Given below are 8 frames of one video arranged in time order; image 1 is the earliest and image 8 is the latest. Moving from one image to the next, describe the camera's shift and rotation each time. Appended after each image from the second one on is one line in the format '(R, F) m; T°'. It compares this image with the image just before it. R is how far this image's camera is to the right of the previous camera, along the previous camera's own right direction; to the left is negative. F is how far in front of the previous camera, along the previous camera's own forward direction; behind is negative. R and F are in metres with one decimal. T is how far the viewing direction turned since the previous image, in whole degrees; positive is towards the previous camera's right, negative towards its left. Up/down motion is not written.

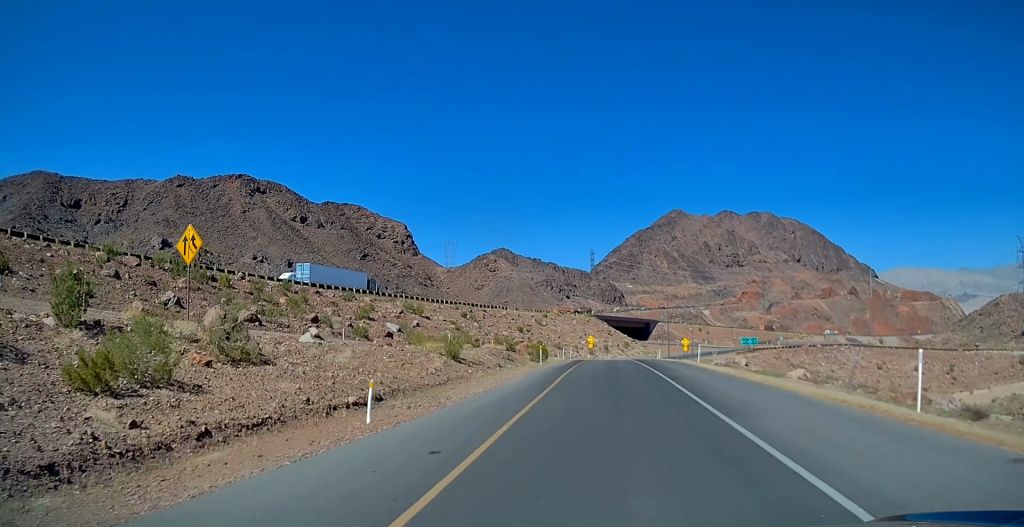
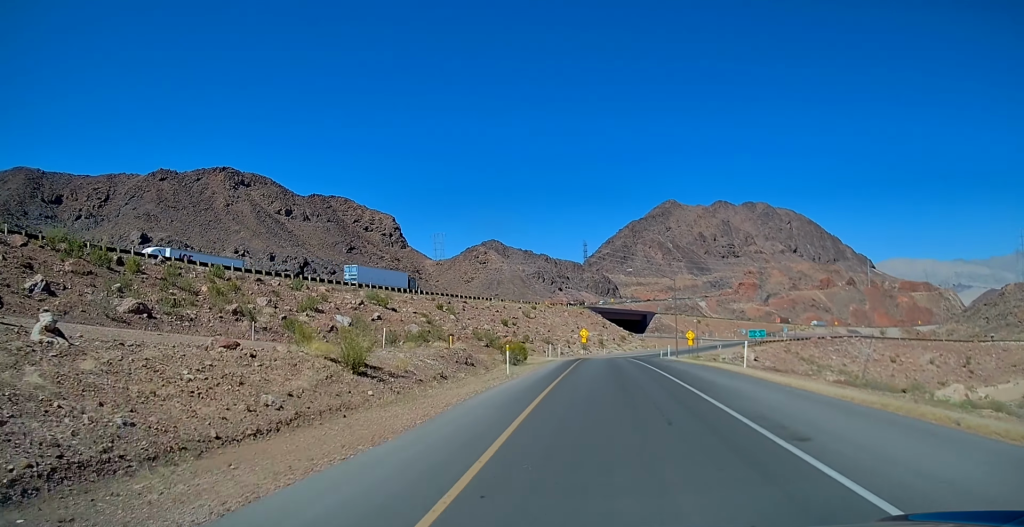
(-1.0, +13.5) m; -2°
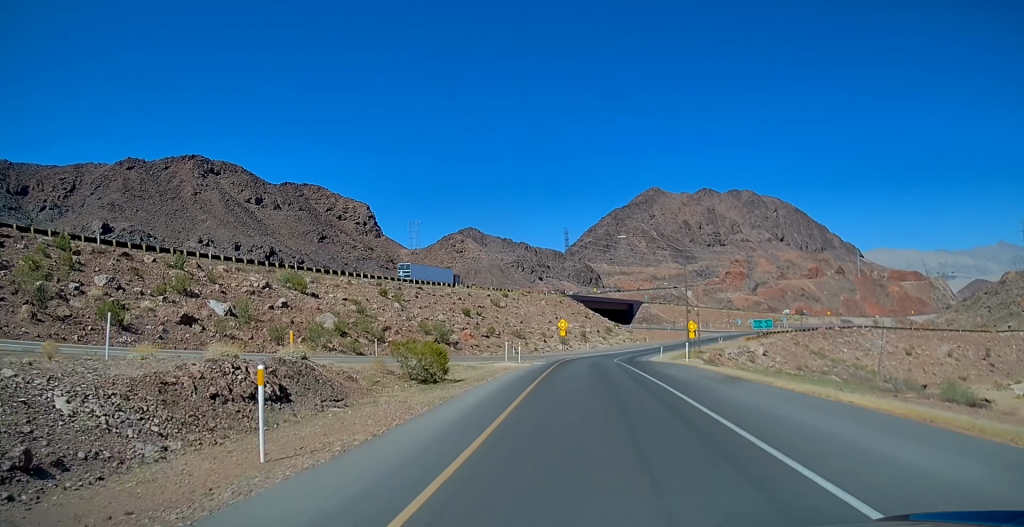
(+0.4, +20.5) m; +1°
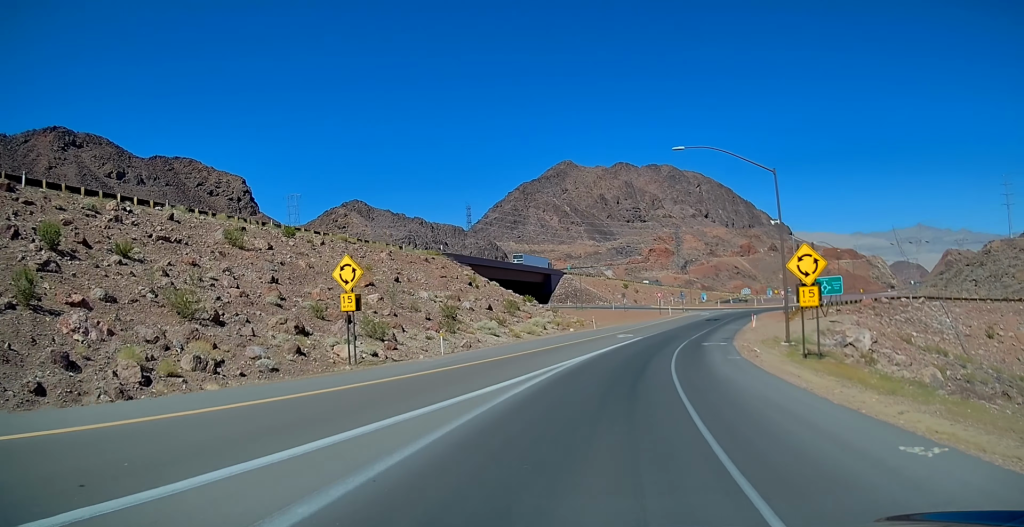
(+4.5, +70.1) m; +10°
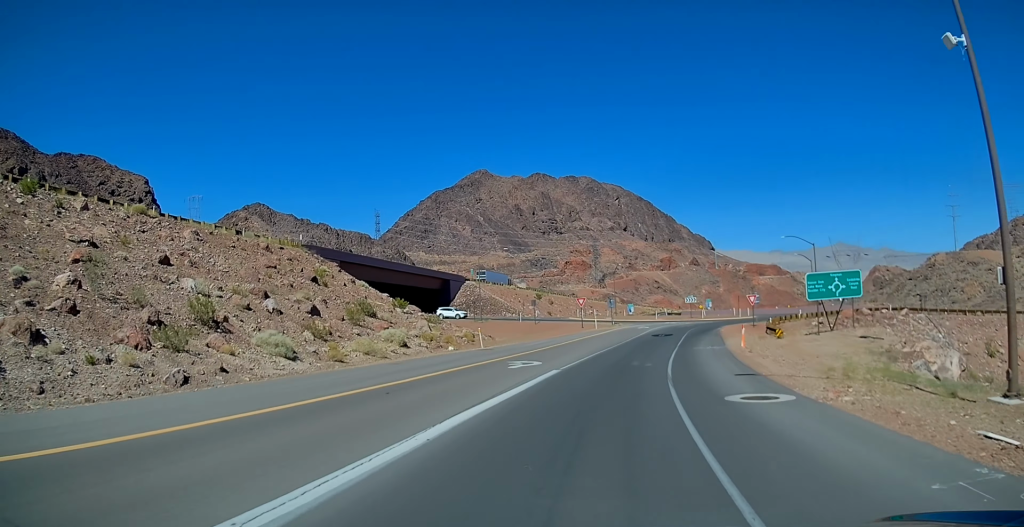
(+1.2, +23.1) m; +6°
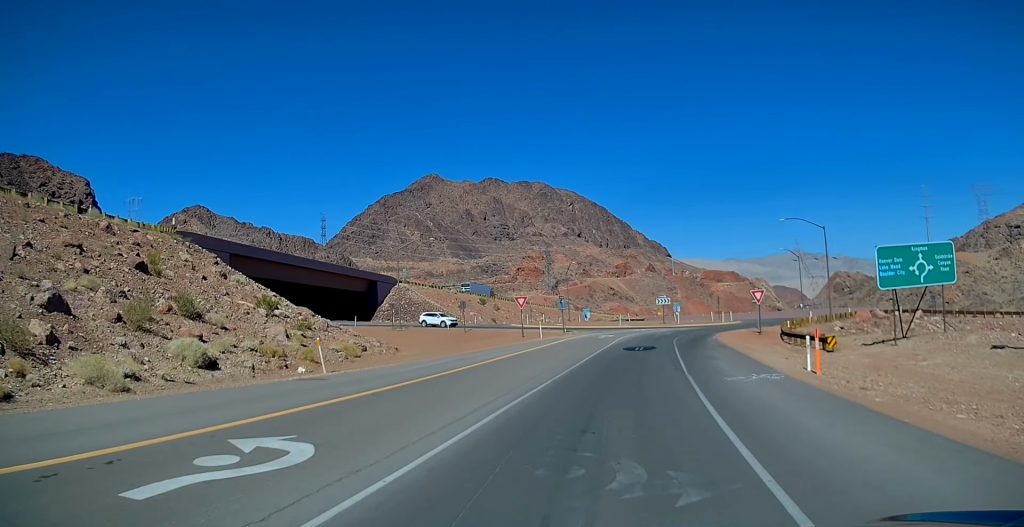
(+0.3, +17.3) m; +5°
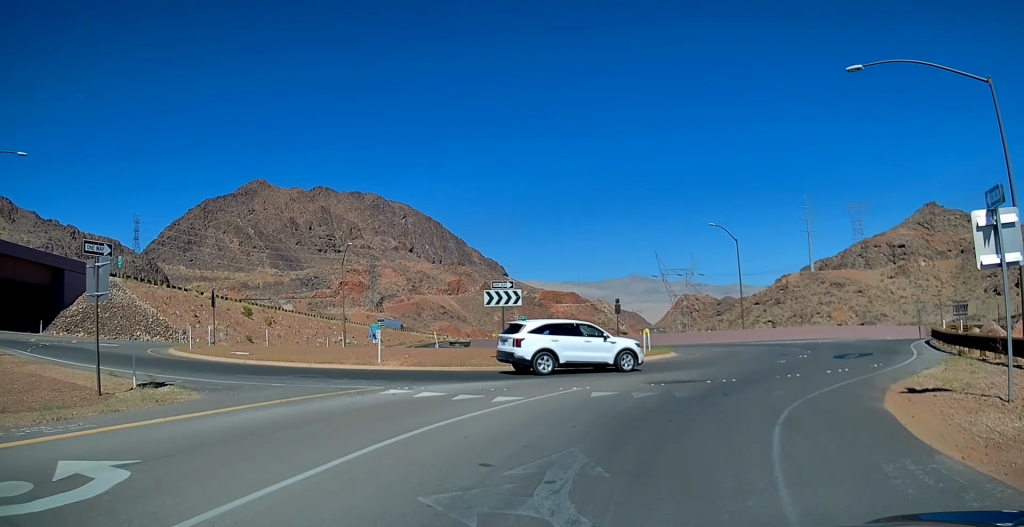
(+4.7, +42.9) m; +15°
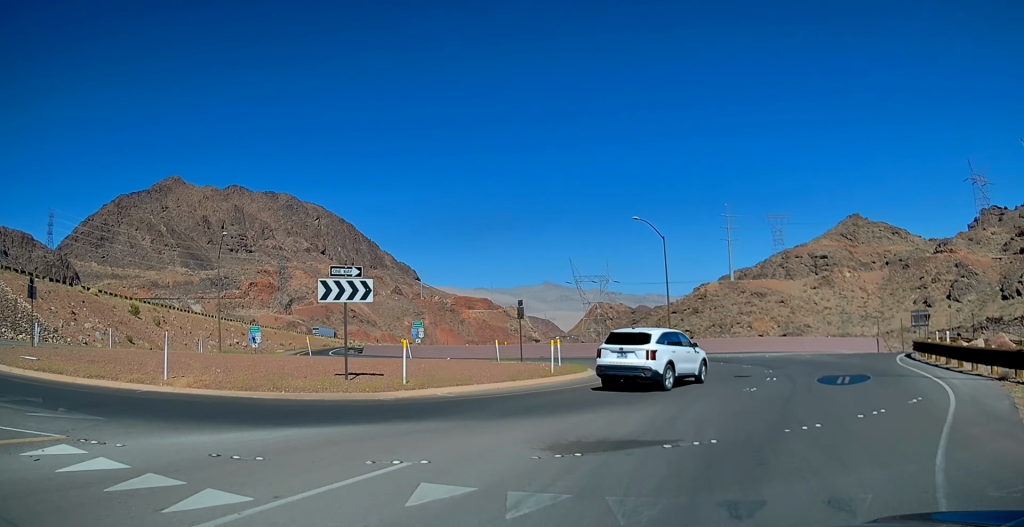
(+0.4, +10.6) m; +6°
